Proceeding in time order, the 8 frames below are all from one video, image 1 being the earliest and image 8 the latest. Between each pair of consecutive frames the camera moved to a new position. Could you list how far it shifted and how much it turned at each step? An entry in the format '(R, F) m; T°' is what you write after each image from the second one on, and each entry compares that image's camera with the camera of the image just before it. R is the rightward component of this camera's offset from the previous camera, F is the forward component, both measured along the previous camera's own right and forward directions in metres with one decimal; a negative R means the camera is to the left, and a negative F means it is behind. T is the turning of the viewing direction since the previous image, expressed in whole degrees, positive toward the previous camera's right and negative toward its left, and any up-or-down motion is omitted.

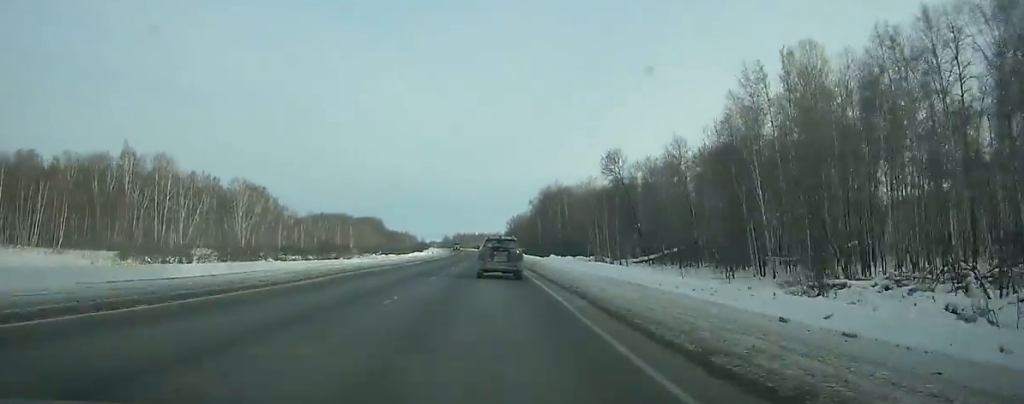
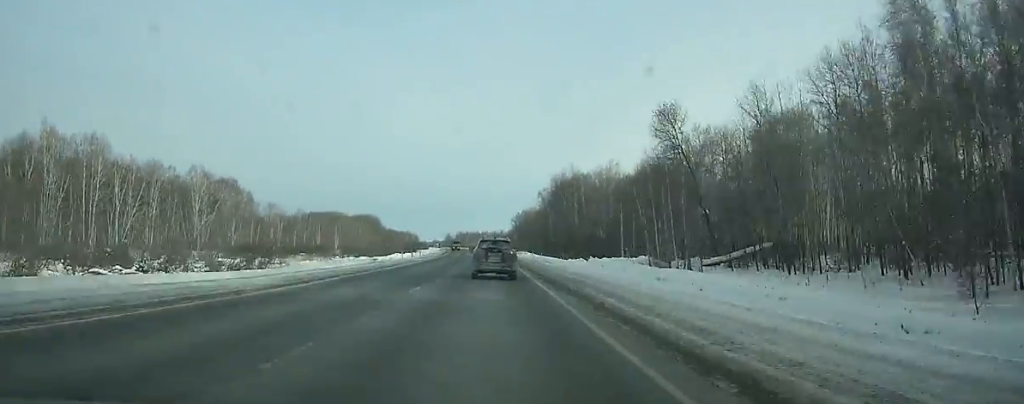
(-0.1, +30.4) m; 0°
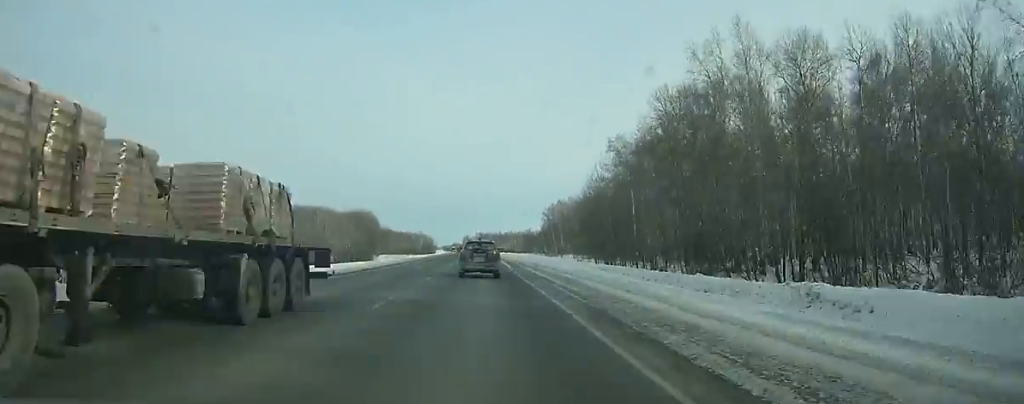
(-1.7, +99.3) m; -2°
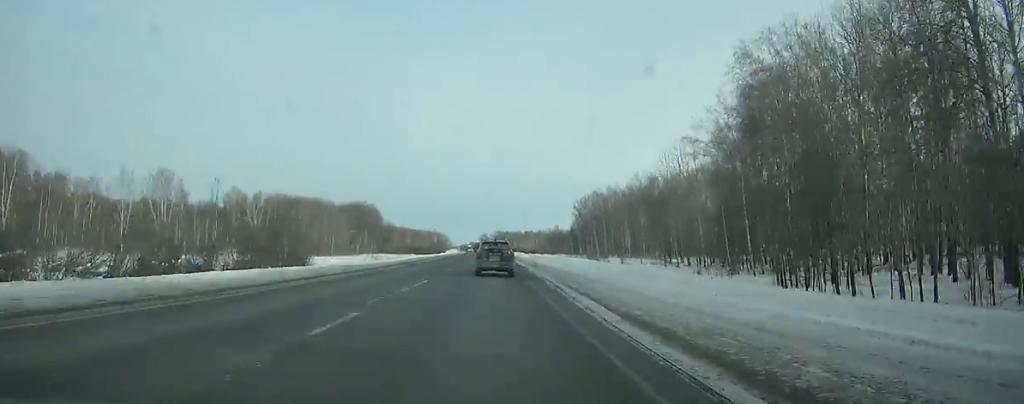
(-0.7, +52.6) m; -1°
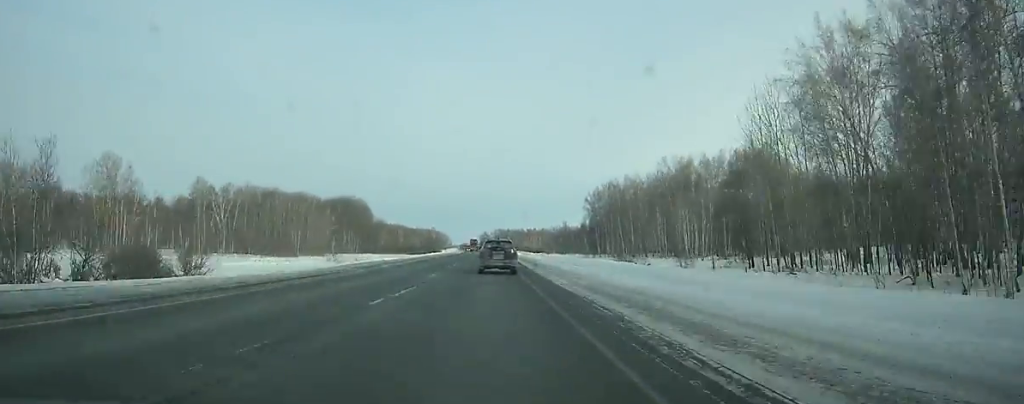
(-0.3, +31.9) m; 0°
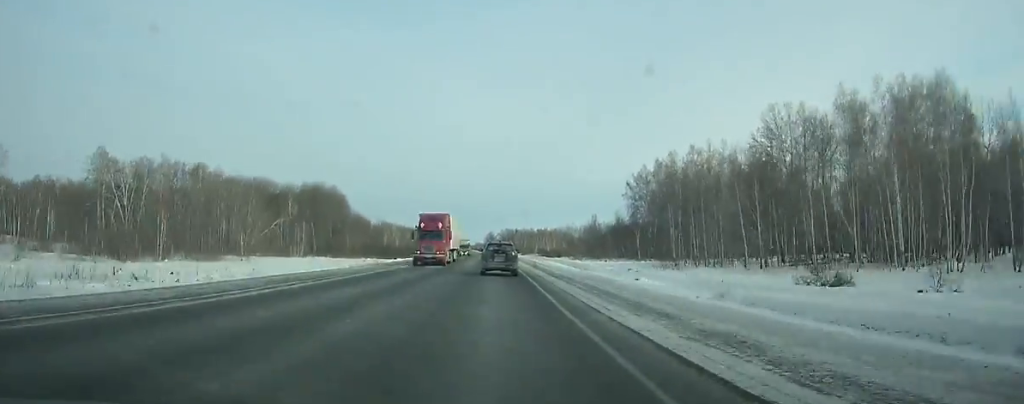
(-0.3, +64.1) m; -1°
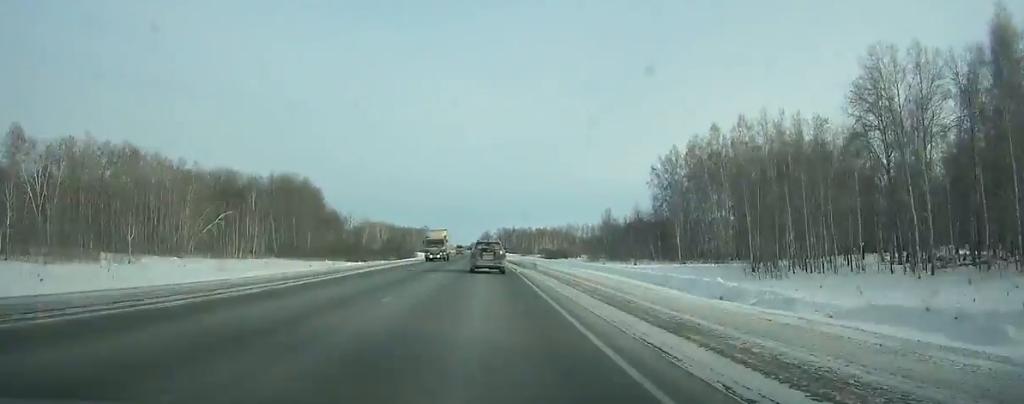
(+0.2, +32.2) m; 0°
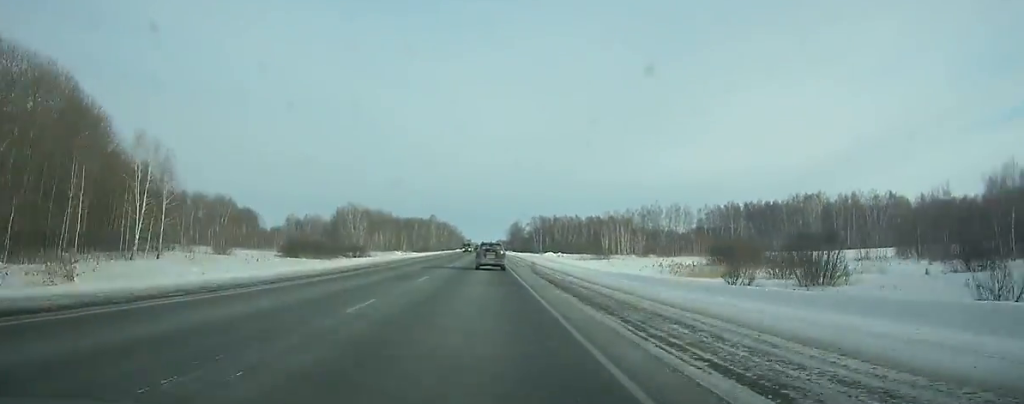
(-2.9, +157.9) m; -2°
